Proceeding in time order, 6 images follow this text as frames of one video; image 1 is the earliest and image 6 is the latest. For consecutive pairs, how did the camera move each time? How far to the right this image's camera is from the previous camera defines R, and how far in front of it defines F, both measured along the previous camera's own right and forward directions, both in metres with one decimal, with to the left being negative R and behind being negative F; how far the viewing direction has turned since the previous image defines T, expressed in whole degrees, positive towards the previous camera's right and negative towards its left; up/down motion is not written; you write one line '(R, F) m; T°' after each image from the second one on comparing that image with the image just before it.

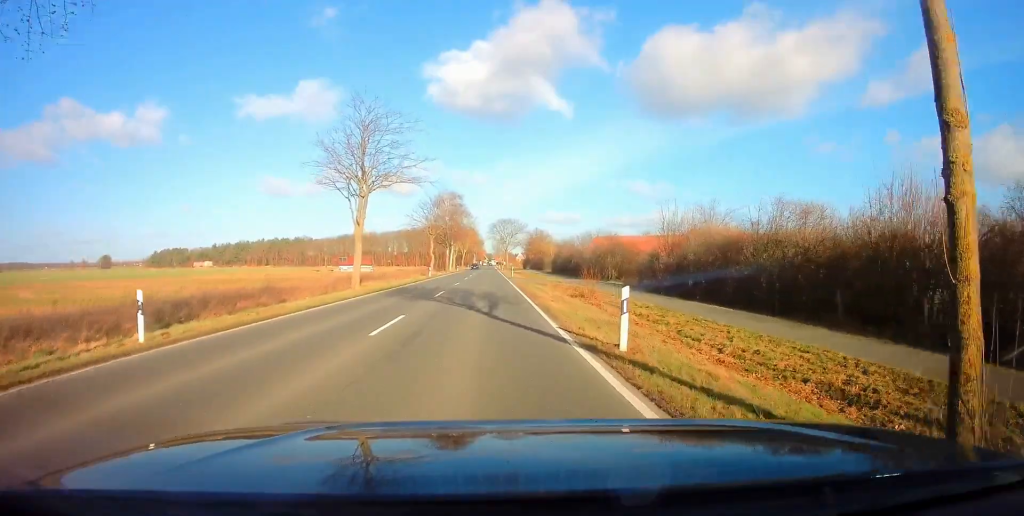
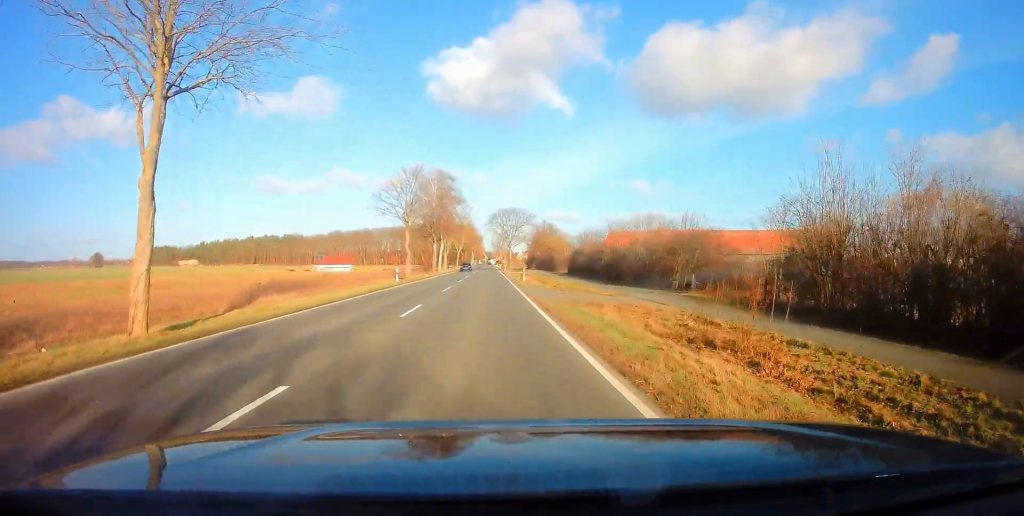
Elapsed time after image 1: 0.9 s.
(+0.2, +20.7) m; 0°
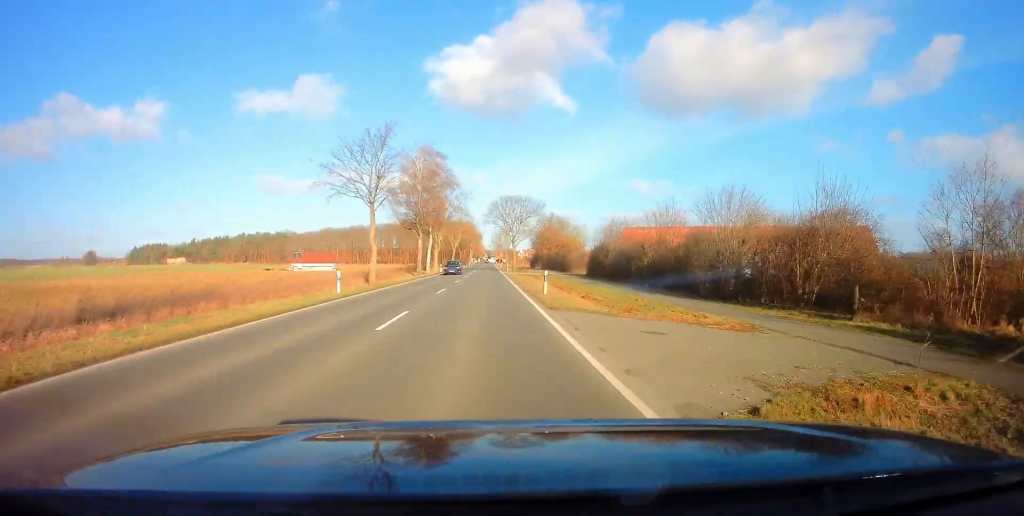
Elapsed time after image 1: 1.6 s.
(-0.2, +15.1) m; 0°
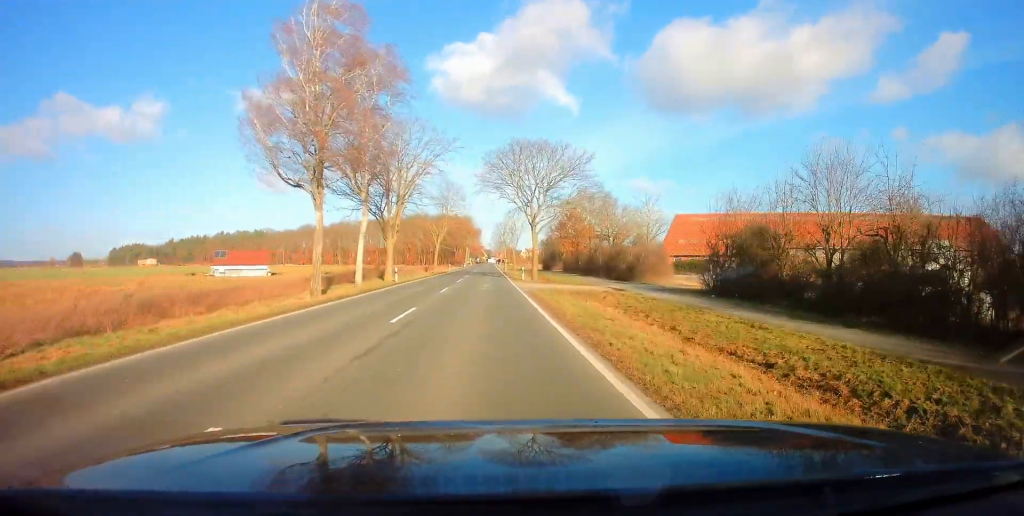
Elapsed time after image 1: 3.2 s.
(-0.1, +34.9) m; 0°
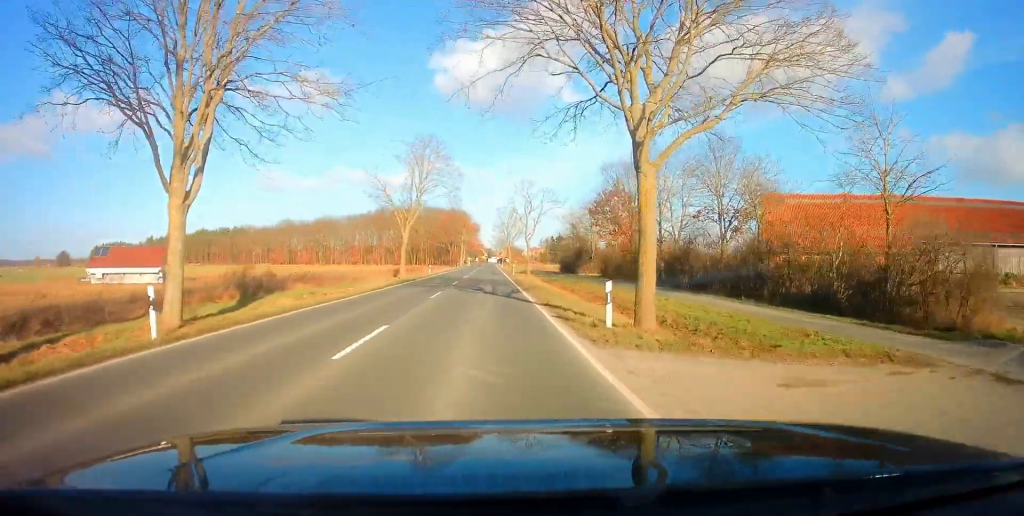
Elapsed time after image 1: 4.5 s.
(0.0, +28.9) m; 0°
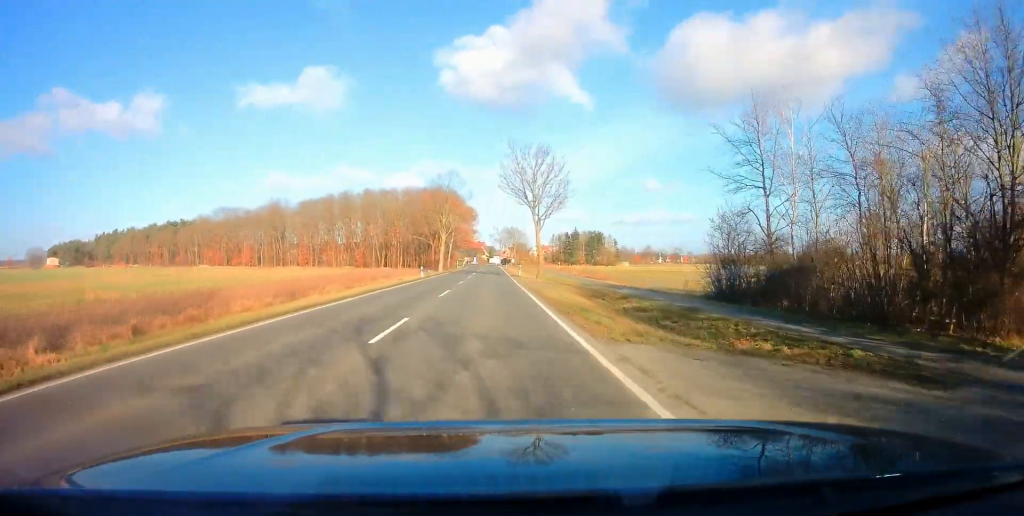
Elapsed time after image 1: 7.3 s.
(0.0, +59.3) m; 0°
